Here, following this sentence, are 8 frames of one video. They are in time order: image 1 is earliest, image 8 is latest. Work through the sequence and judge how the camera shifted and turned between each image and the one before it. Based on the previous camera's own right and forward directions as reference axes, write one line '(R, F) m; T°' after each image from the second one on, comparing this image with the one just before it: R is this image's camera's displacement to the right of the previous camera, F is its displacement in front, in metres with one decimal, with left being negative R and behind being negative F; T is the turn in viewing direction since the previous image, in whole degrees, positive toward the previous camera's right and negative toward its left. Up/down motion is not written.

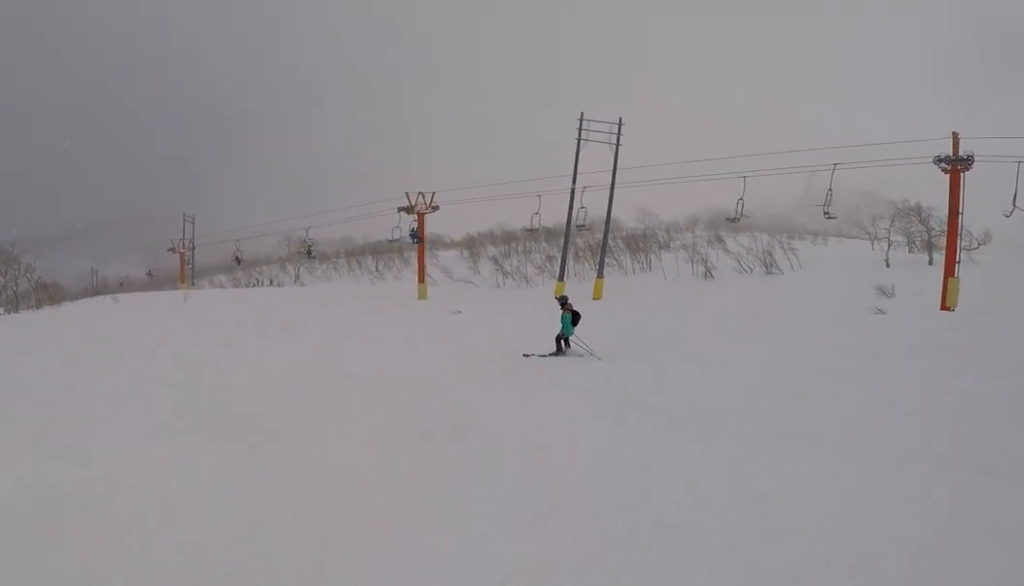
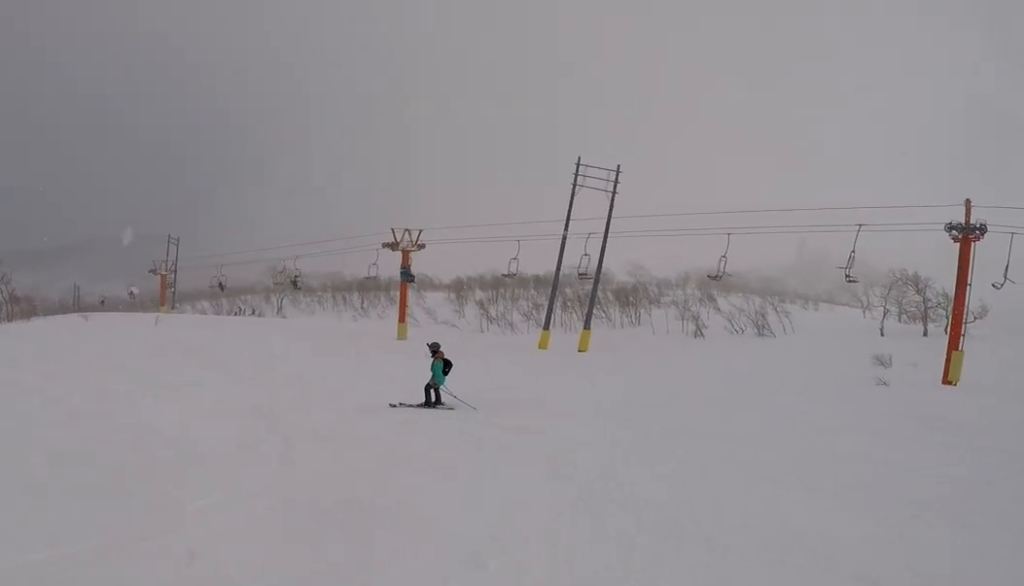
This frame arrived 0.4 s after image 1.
(+0.2, +2.3) m; +3°
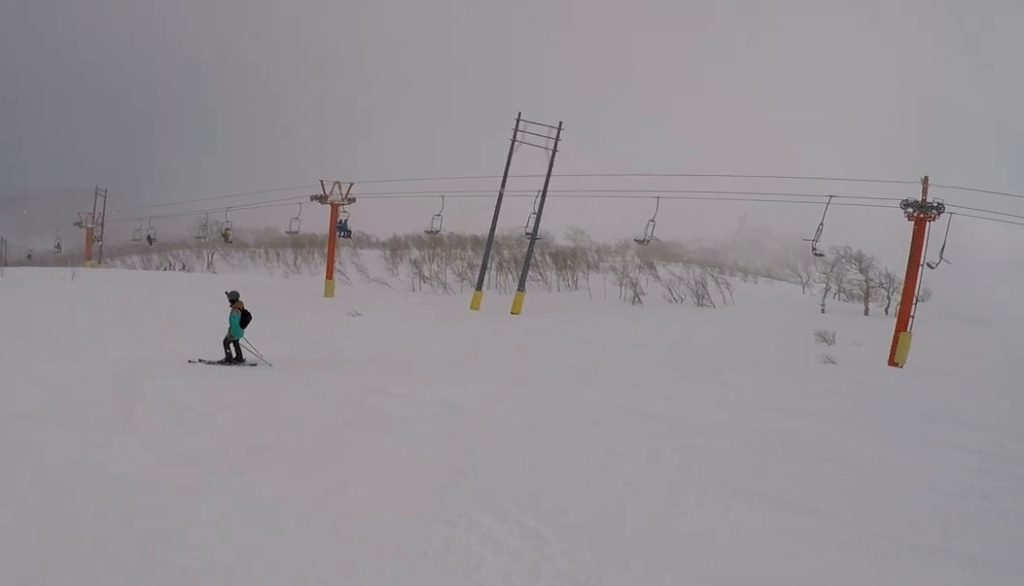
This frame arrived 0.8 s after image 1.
(-0.2, +2.1) m; 0°
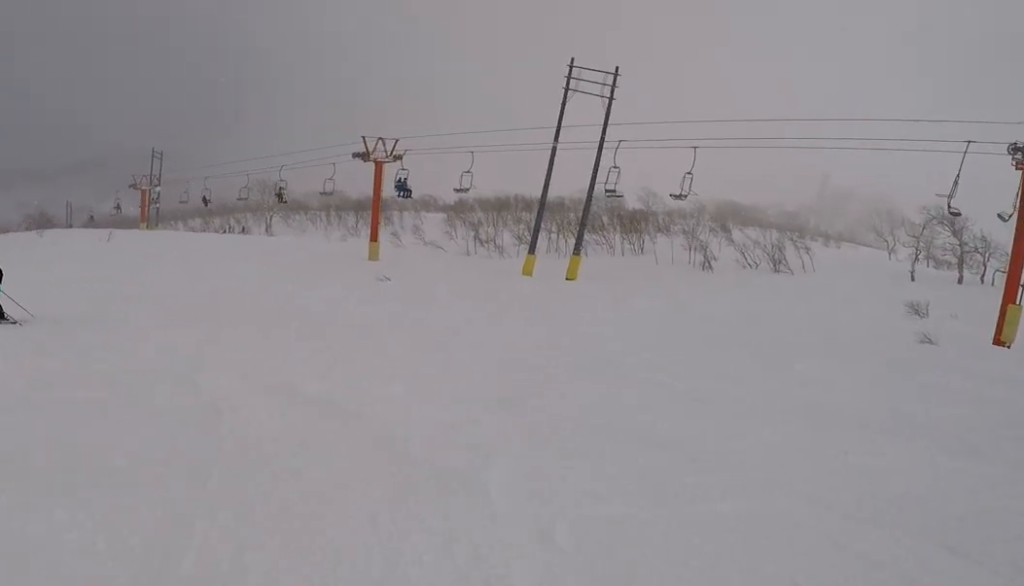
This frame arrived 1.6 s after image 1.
(-0.1, +4.1) m; -8°
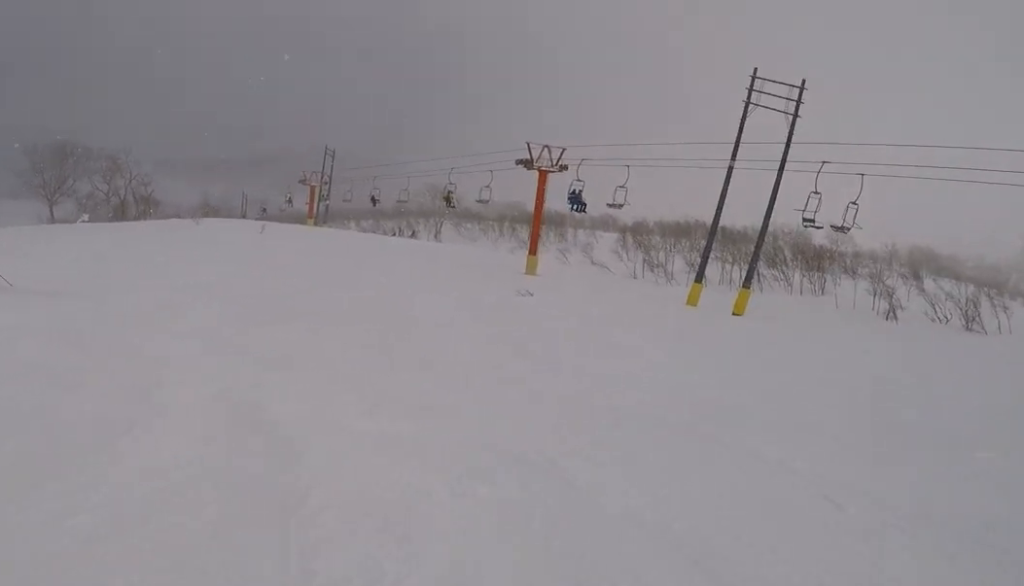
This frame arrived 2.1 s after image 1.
(+0.7, +2.8) m; -14°
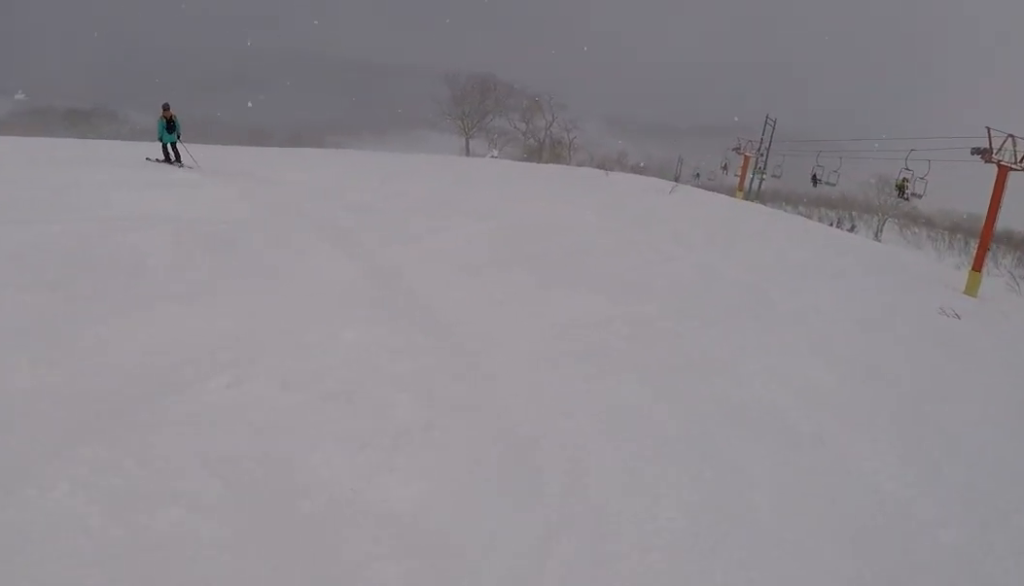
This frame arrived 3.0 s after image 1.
(-1.8, +3.5) m; -42°
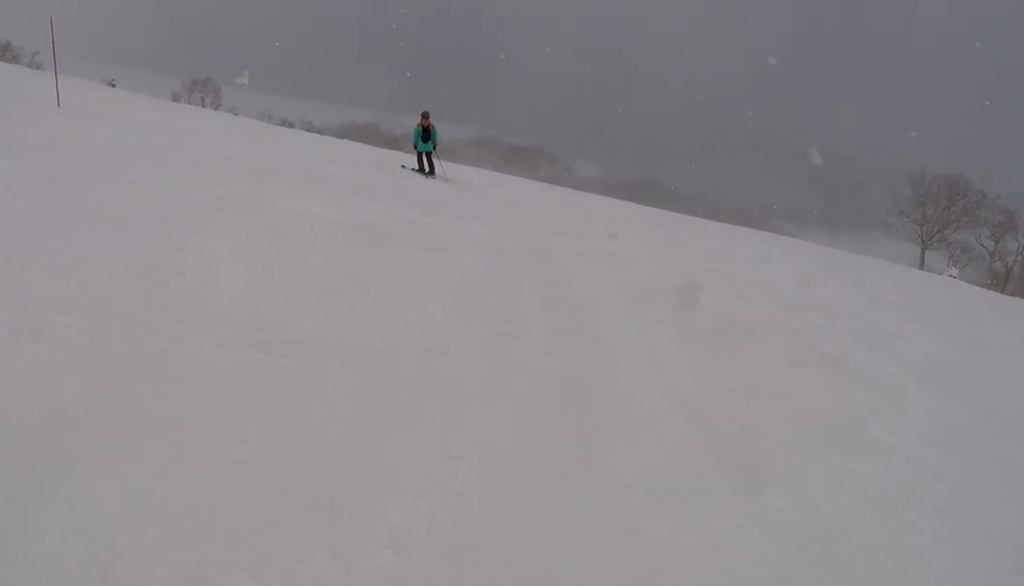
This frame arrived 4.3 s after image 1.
(-2.9, +5.7) m; -45°
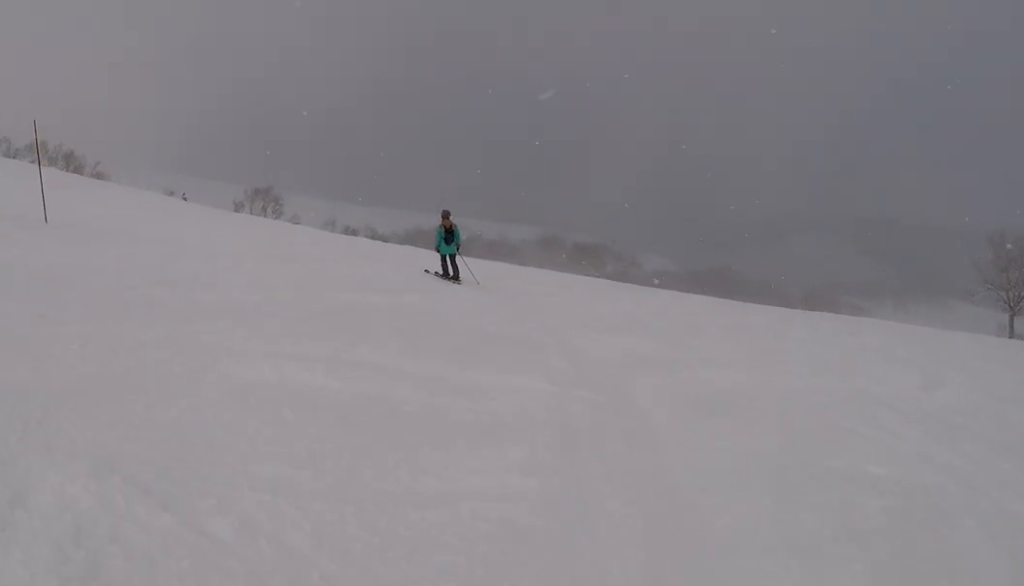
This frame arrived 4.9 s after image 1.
(-0.6, +2.8) m; -11°
